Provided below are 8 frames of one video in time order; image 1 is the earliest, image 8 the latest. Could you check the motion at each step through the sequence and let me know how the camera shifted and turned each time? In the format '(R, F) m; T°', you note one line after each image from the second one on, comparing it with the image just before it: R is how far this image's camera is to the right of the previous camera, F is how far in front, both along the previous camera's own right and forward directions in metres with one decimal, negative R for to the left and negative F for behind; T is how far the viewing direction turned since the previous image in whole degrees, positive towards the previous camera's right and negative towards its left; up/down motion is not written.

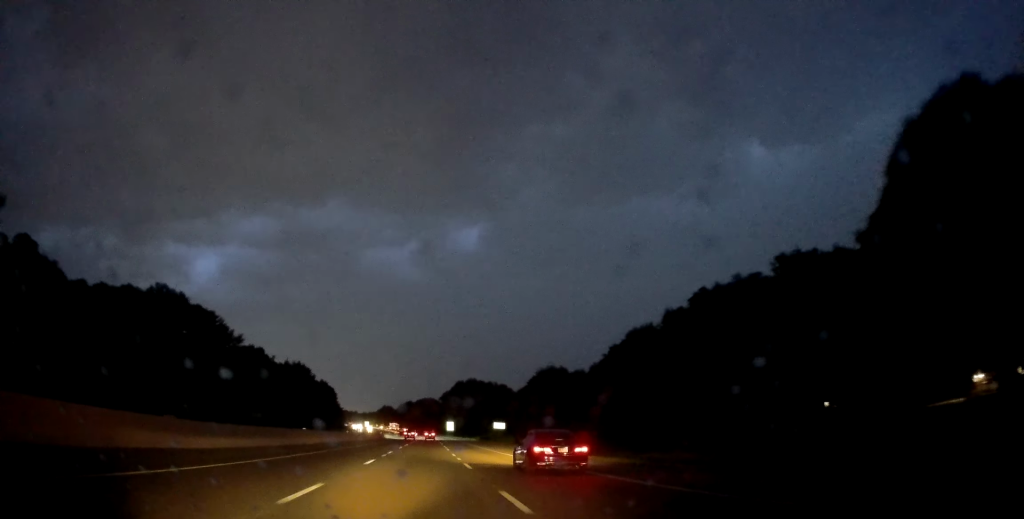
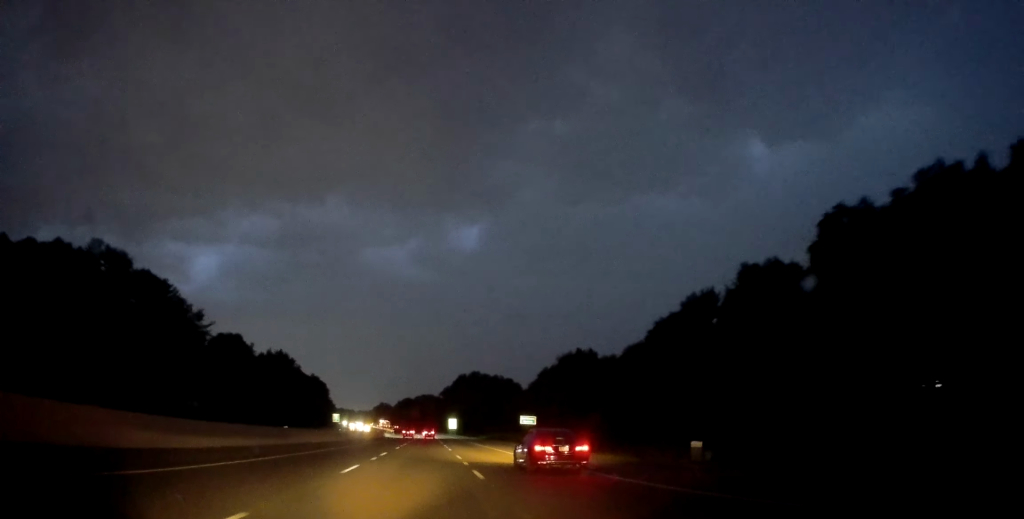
(0.0, +29.5) m; 0°
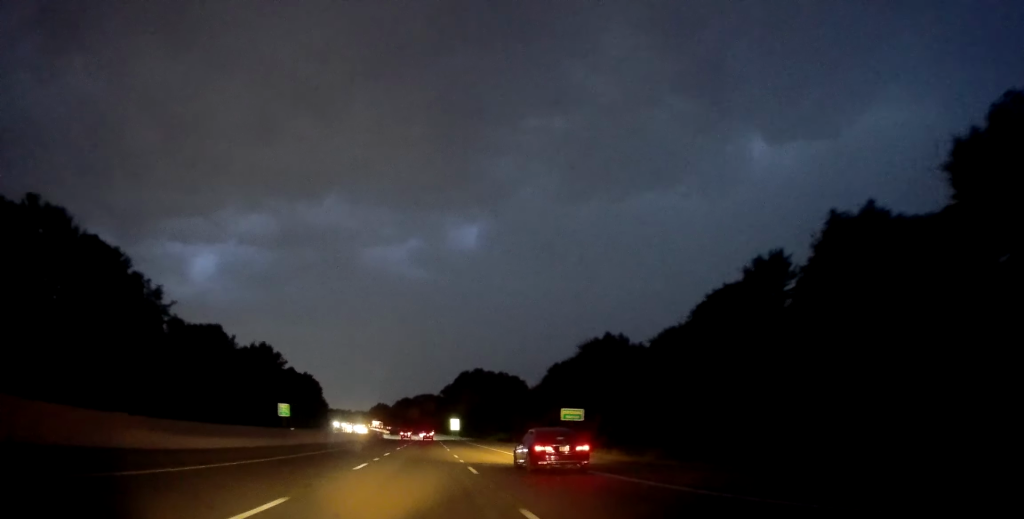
(0.0, +22.1) m; 0°
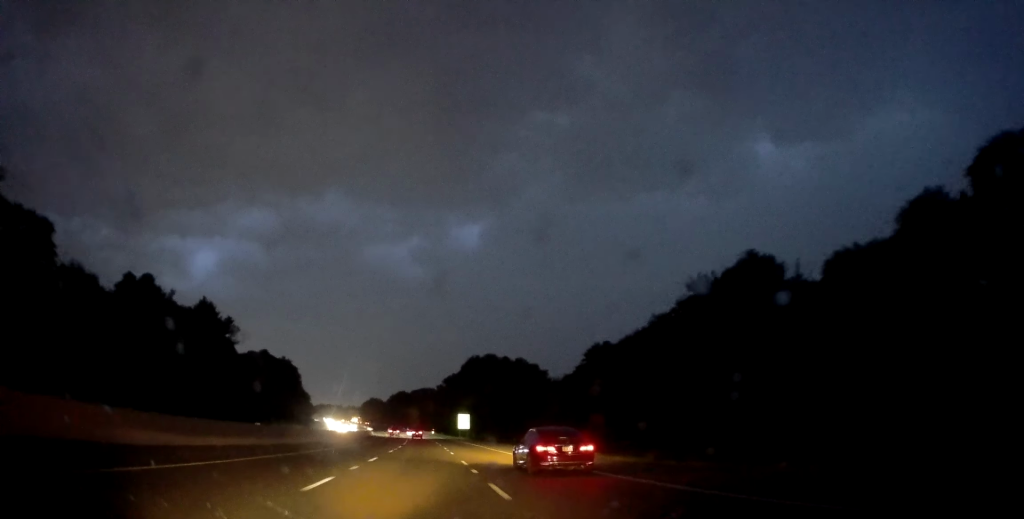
(-0.1, +55.7) m; 0°
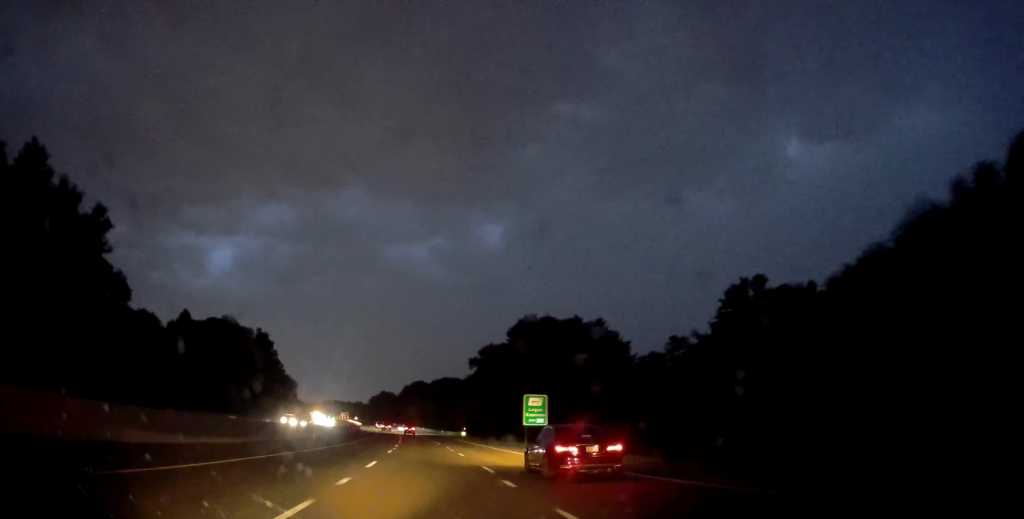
(+0.1, +78.0) m; 0°
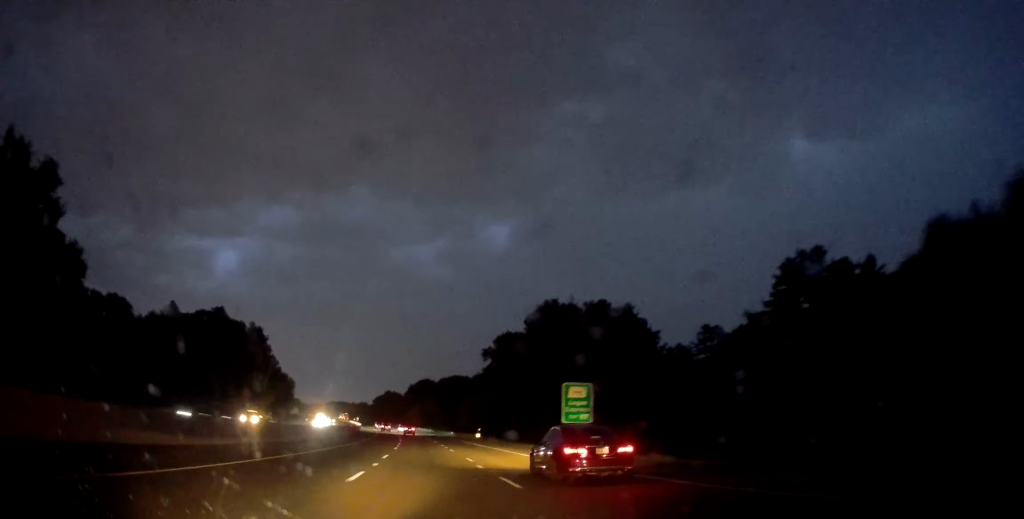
(+0.1, +16.8) m; -1°
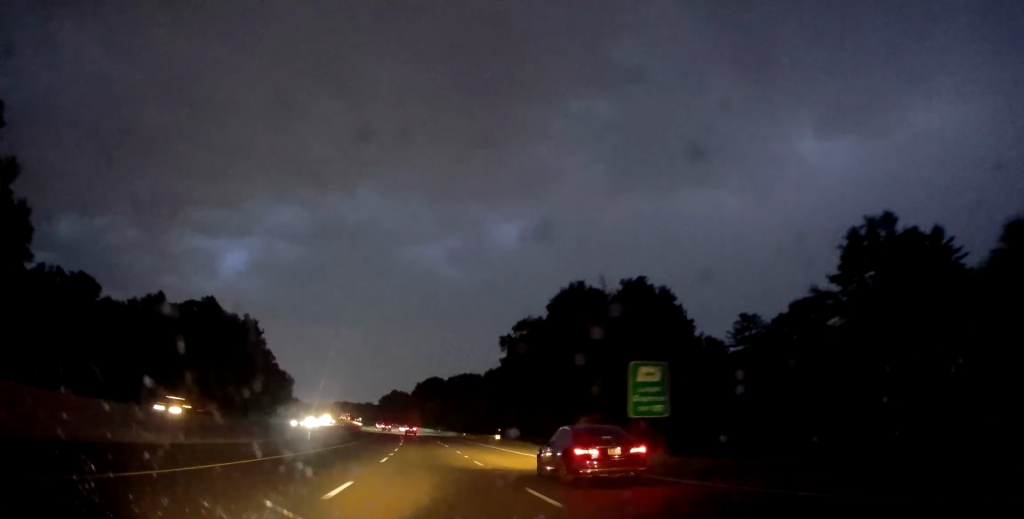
(-0.4, +15.7) m; -2°
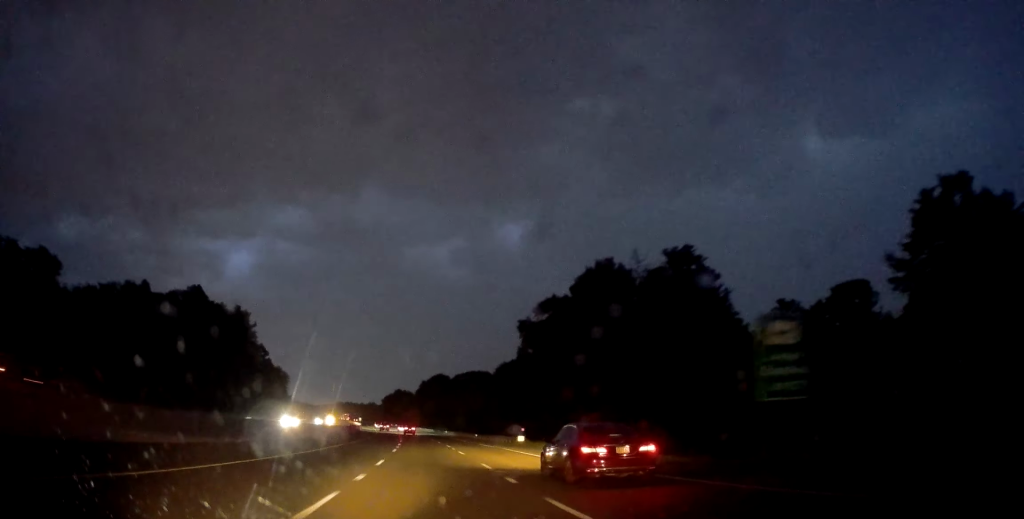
(-0.2, +14.7) m; -1°
